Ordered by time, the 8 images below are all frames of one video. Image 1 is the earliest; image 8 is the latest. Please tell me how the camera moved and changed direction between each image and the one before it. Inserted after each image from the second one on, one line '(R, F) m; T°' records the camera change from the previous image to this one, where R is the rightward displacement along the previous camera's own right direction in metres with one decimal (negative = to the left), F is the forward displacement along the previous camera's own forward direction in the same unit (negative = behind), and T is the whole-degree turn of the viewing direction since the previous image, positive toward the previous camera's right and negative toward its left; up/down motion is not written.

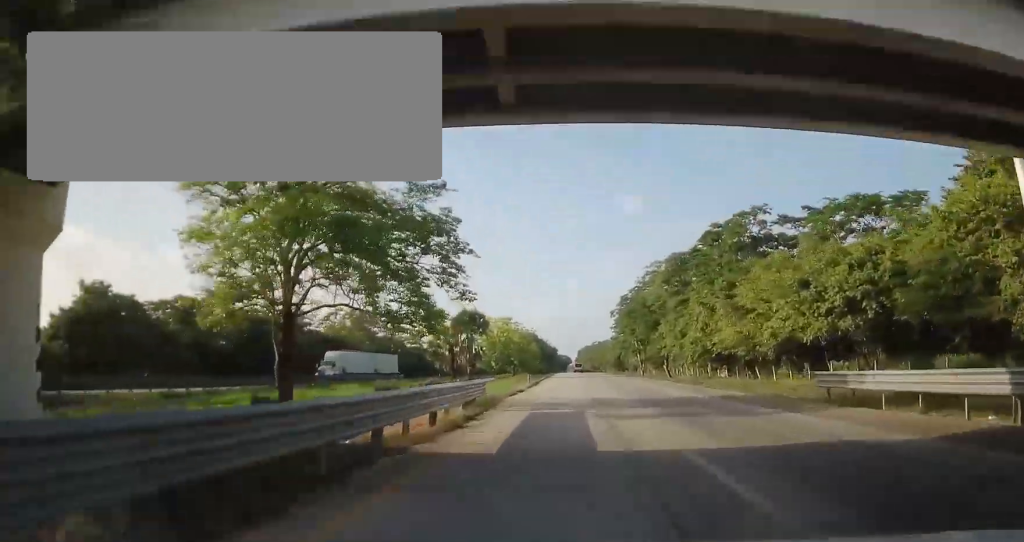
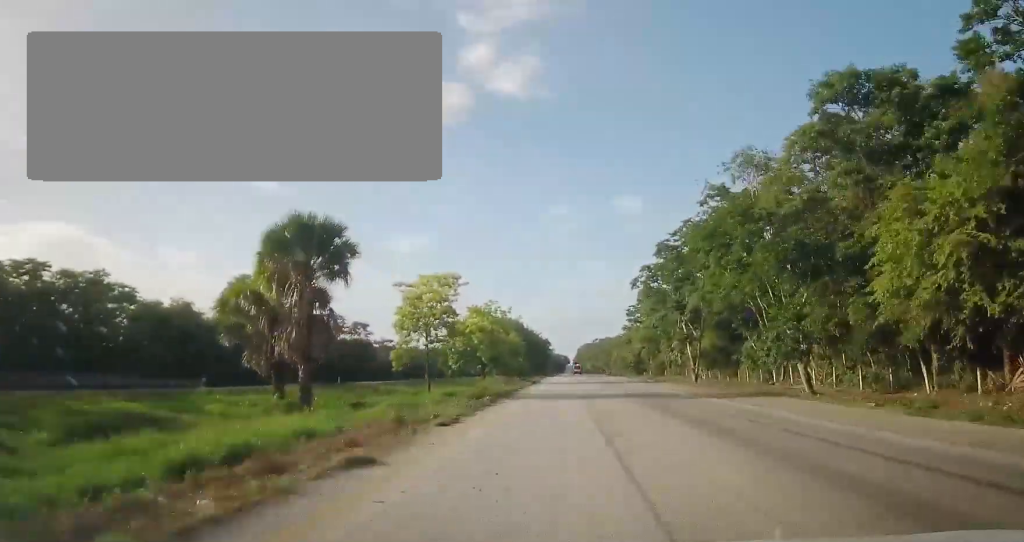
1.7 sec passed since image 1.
(0.0, +49.5) m; 0°
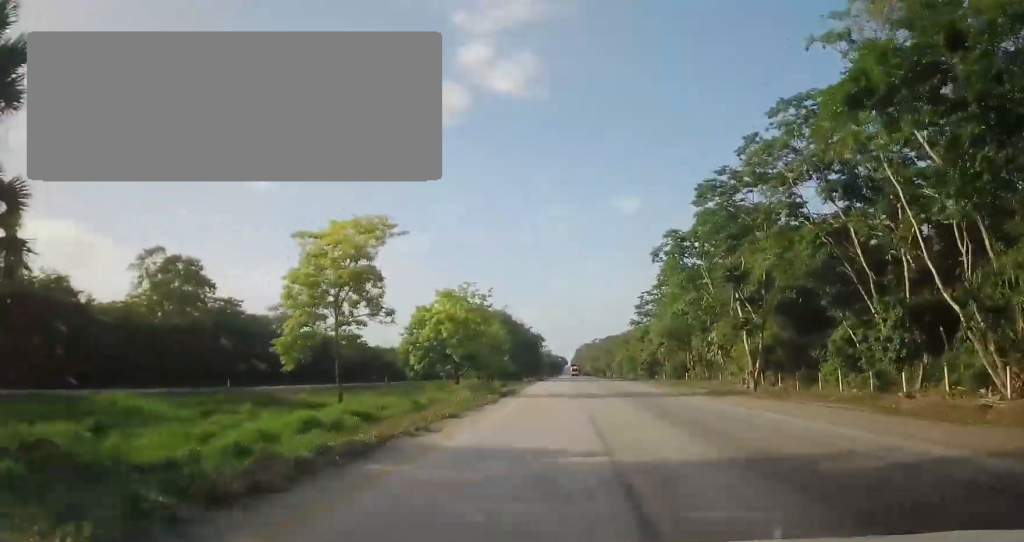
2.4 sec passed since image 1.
(-0.1, +22.0) m; 0°
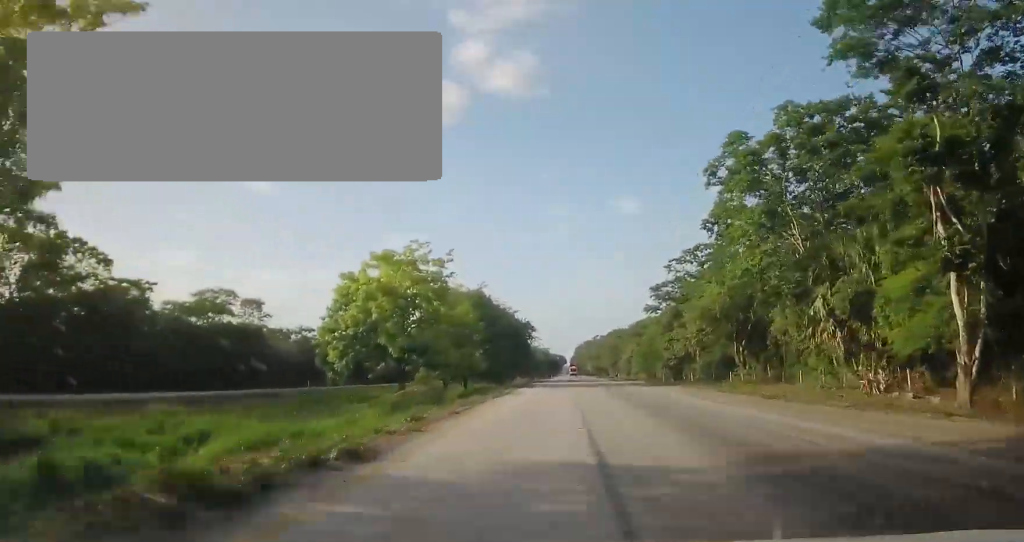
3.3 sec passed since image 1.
(+0.1, +25.2) m; +1°
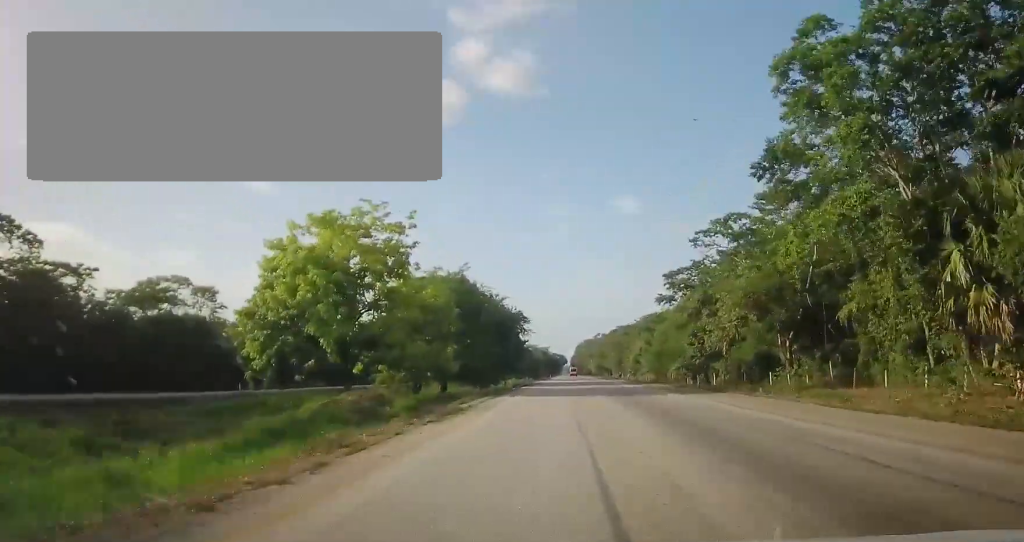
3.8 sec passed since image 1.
(+0.2, +13.0) m; 0°
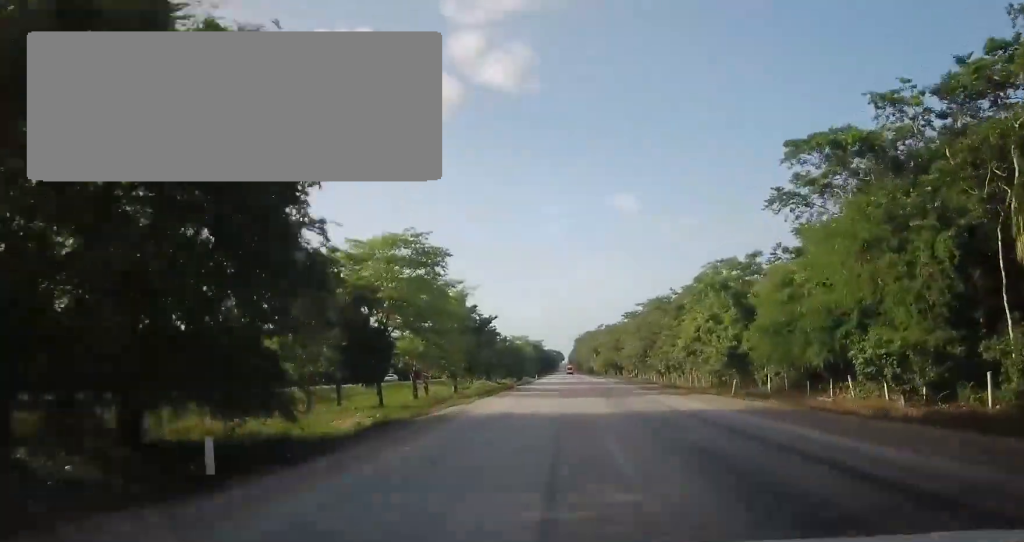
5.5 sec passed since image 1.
(-0.7, +49.2) m; -1°
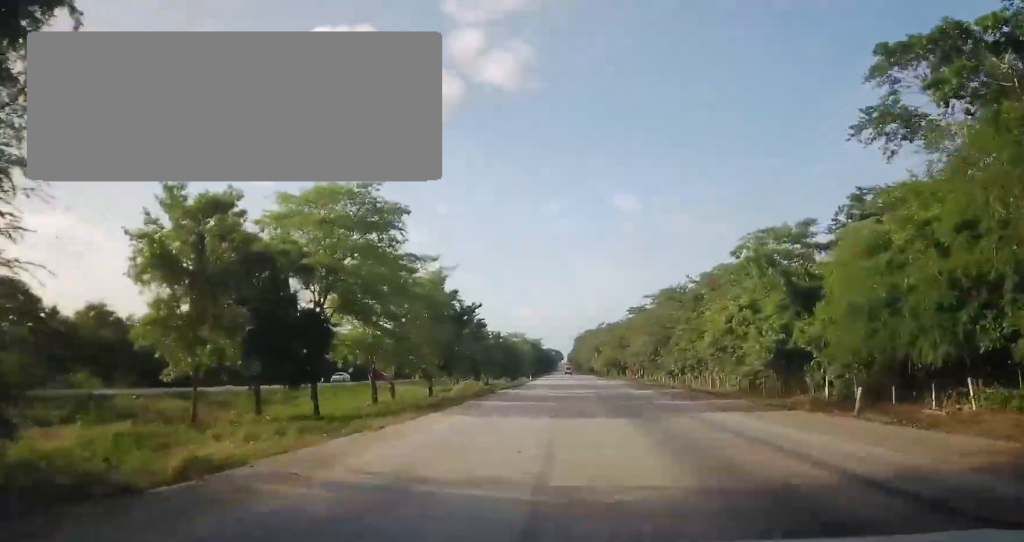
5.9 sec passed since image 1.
(-0.1, +12.0) m; 0°
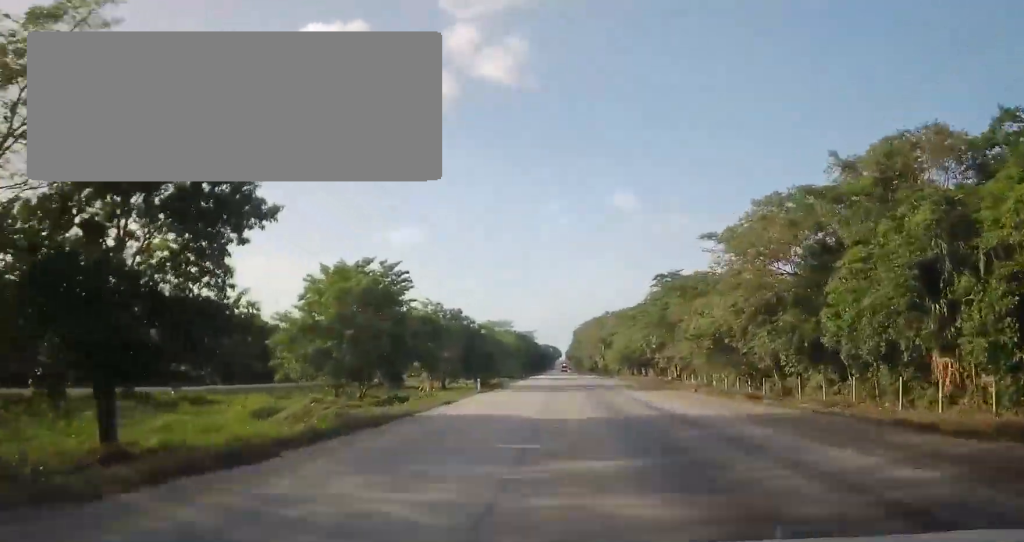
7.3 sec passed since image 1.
(+0.2, +41.7) m; 0°
